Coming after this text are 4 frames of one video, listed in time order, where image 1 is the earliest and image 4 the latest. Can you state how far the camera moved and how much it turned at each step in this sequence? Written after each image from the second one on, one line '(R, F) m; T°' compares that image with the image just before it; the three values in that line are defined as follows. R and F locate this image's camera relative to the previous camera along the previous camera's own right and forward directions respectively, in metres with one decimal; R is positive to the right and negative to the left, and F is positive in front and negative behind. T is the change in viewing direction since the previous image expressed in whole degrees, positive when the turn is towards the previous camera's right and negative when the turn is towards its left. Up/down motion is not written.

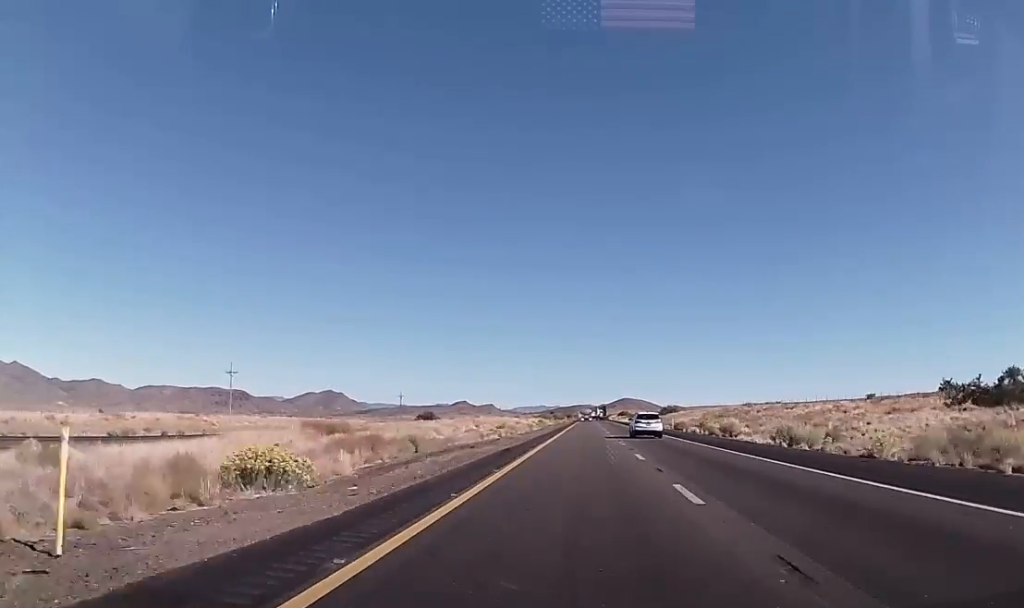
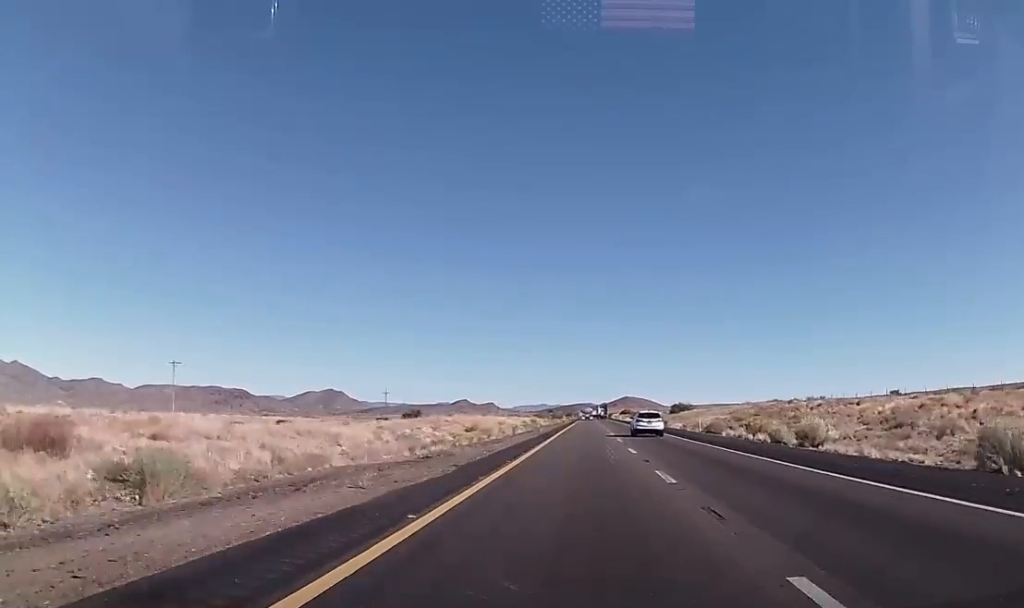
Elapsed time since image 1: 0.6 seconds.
(-0.1, +20.9) m; 0°
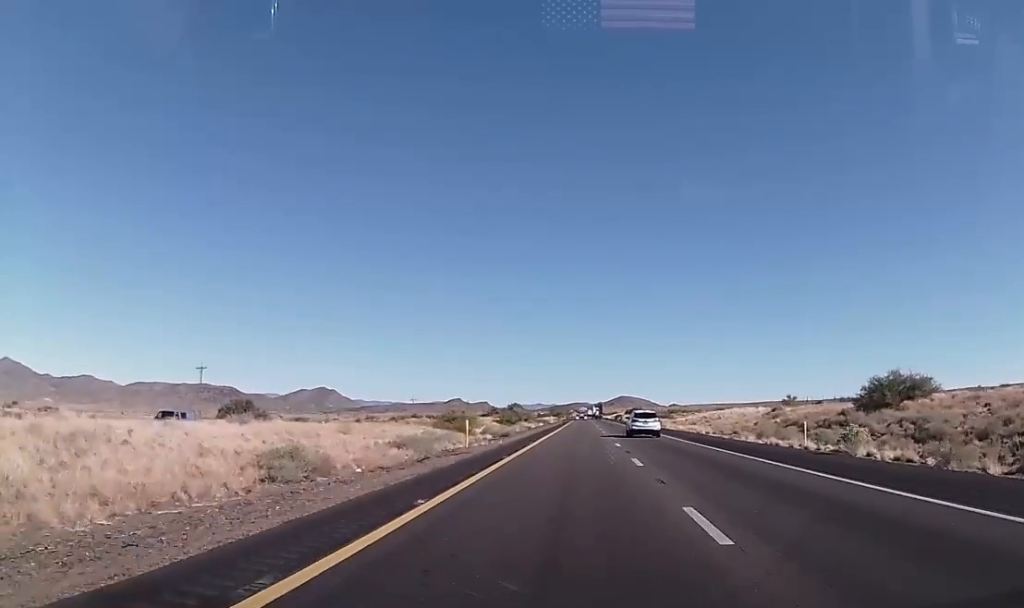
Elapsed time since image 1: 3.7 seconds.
(-0.1, +118.1) m; 0°
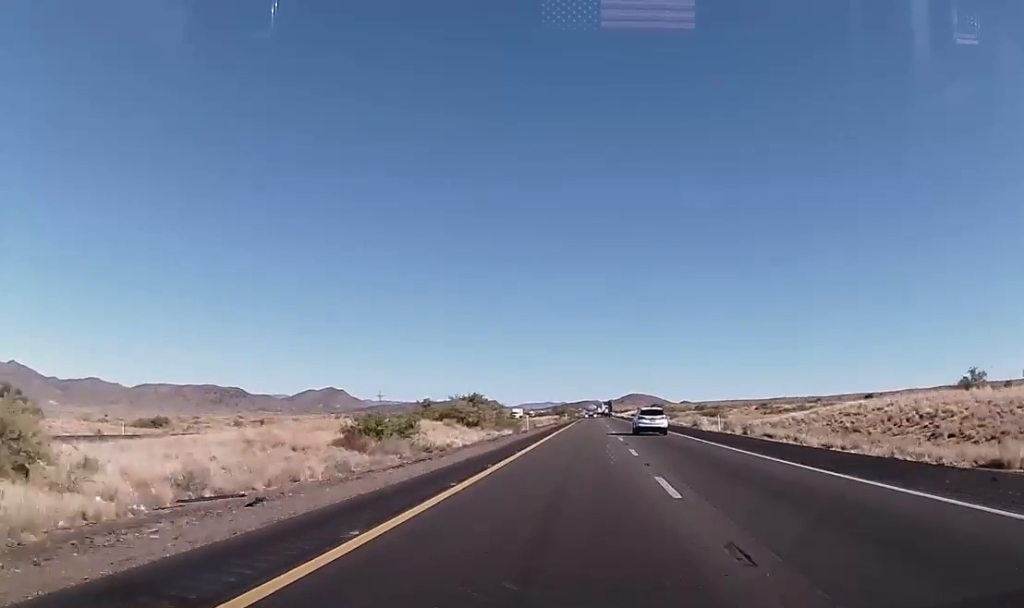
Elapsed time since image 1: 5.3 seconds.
(+0.6, +57.7) m; 0°
